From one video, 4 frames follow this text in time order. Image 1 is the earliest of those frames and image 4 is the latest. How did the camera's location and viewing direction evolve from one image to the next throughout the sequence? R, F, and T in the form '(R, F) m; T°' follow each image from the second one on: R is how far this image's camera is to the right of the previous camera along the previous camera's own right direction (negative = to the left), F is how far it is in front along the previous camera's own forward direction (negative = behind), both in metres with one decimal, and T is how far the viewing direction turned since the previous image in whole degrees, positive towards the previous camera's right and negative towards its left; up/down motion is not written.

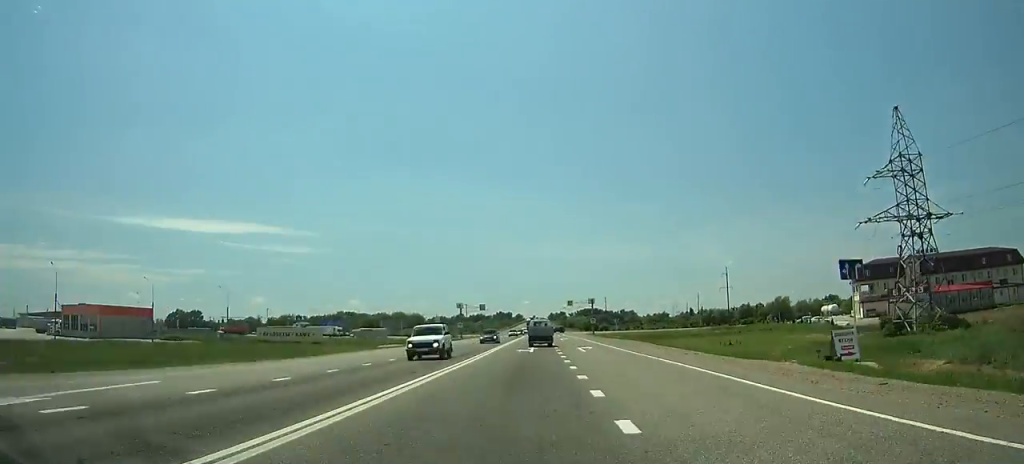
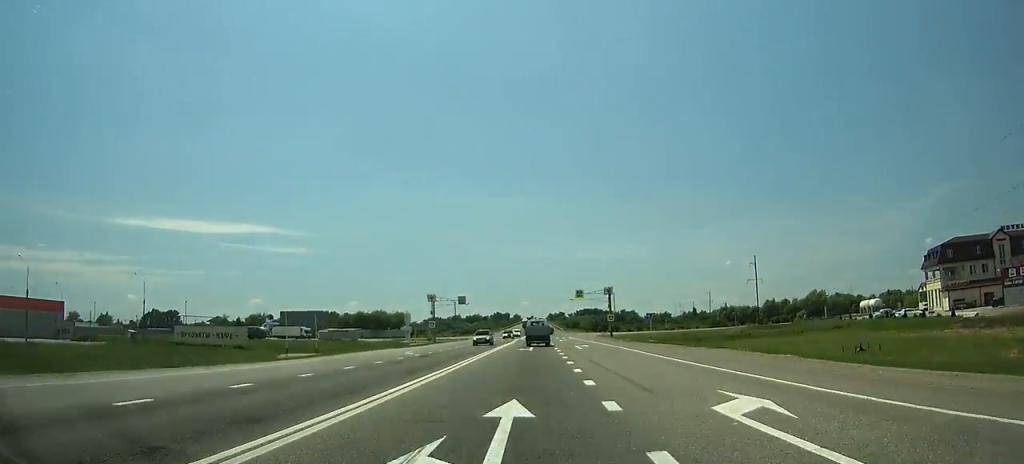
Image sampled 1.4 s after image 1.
(-0.1, +28.5) m; 0°
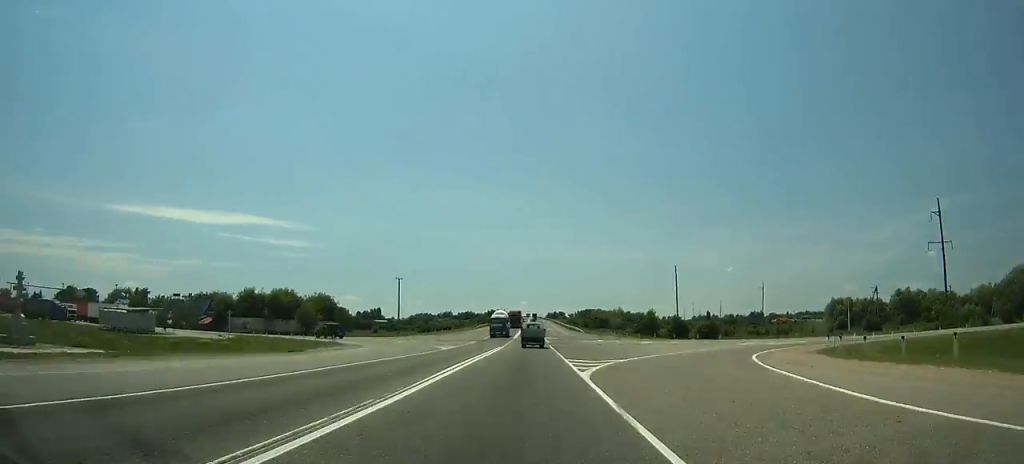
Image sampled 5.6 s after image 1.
(+0.2, +89.2) m; +1°
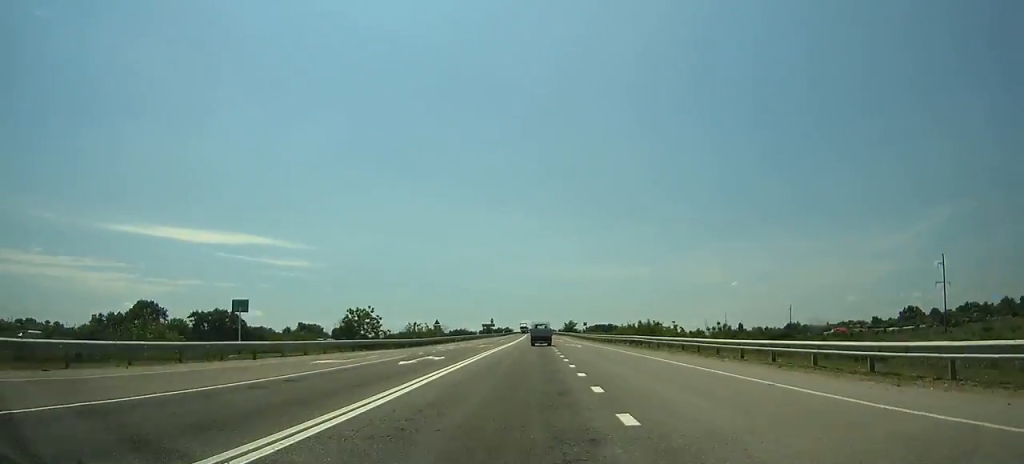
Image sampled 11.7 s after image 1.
(+0.2, +130.1) m; 0°
